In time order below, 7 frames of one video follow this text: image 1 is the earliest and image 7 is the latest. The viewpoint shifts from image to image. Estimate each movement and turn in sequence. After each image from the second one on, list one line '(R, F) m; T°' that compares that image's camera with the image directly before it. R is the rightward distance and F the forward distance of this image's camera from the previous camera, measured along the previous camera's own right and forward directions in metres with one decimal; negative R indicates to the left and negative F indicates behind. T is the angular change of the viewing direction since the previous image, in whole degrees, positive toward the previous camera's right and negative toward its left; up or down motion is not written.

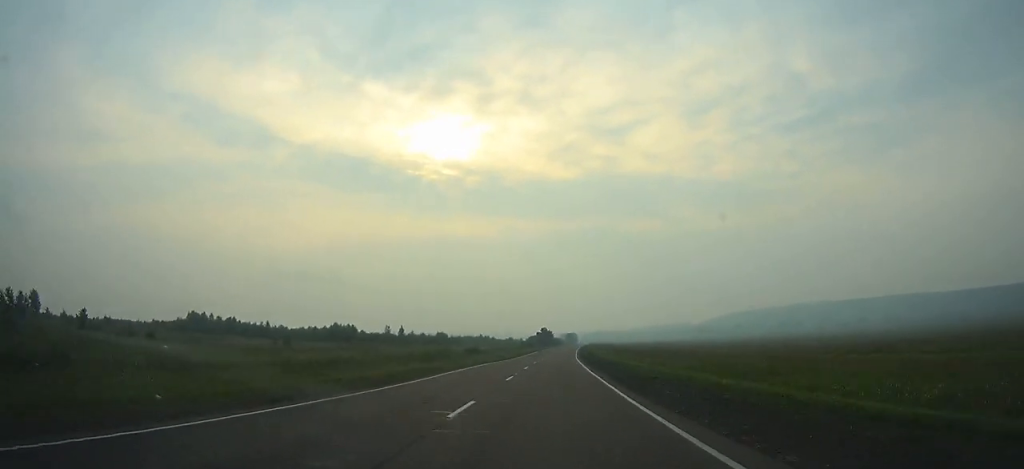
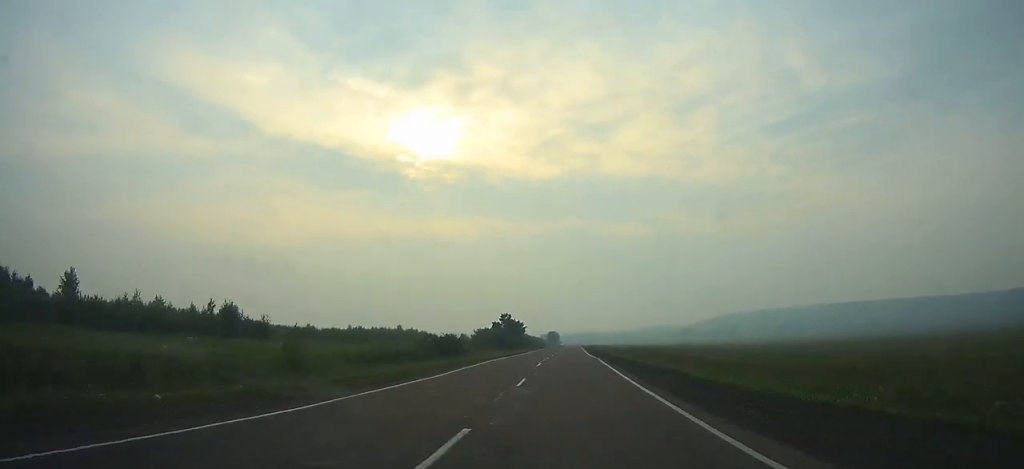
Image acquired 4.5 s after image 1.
(+2.0, +108.6) m; +2°
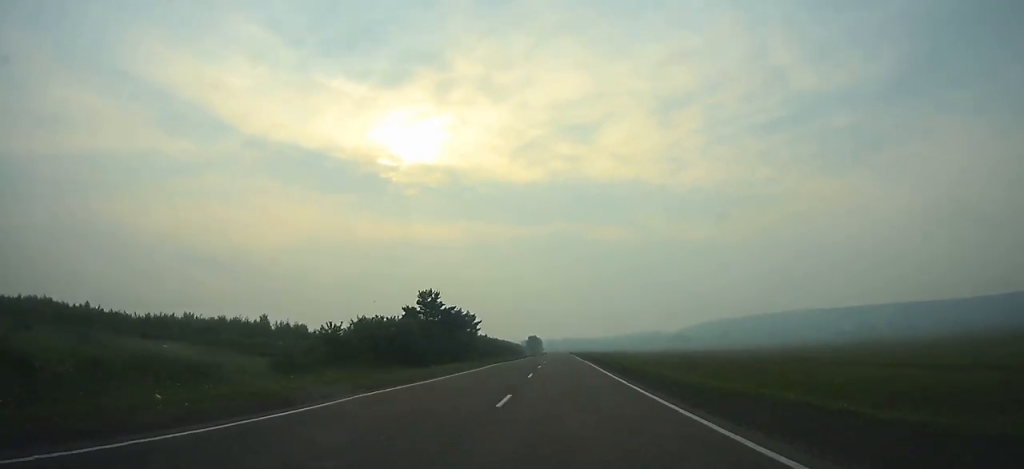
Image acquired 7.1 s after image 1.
(+0.6, +61.7) m; +1°
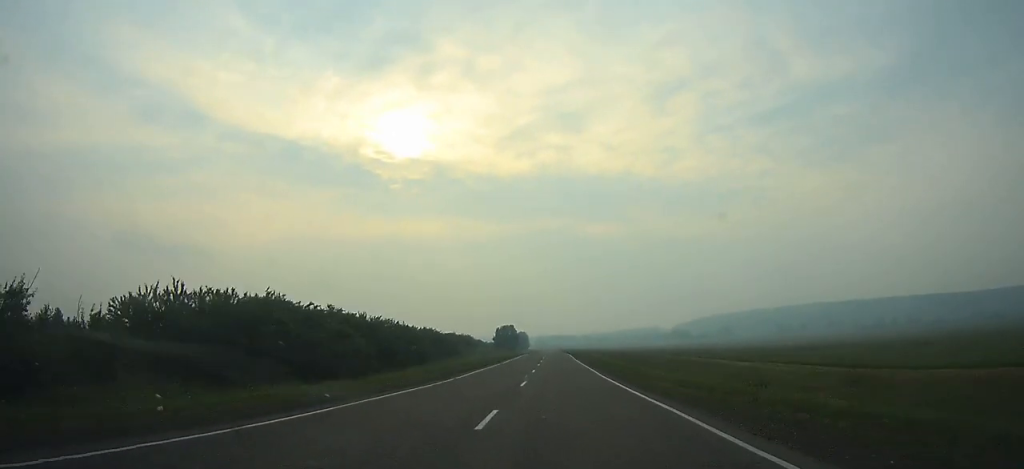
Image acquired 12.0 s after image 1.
(+1.1, +121.6) m; +1°
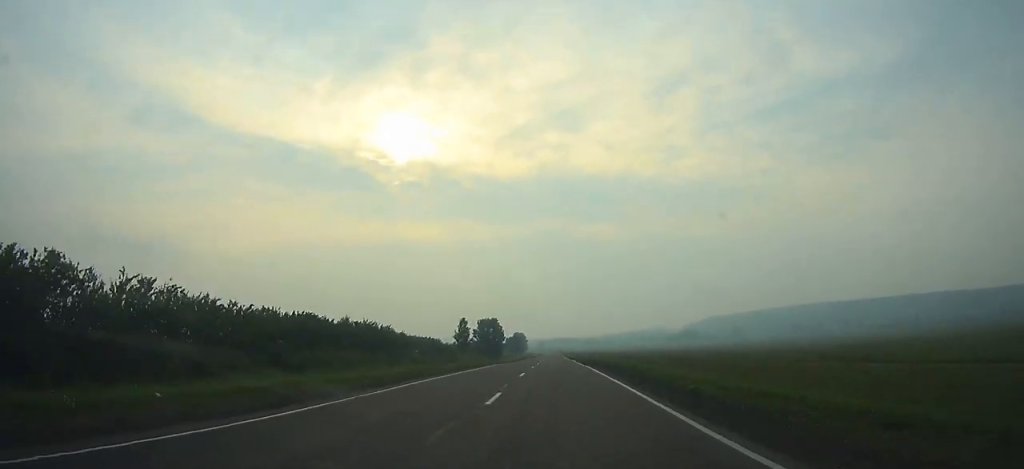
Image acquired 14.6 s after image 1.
(+0.4, +67.0) m; 0°
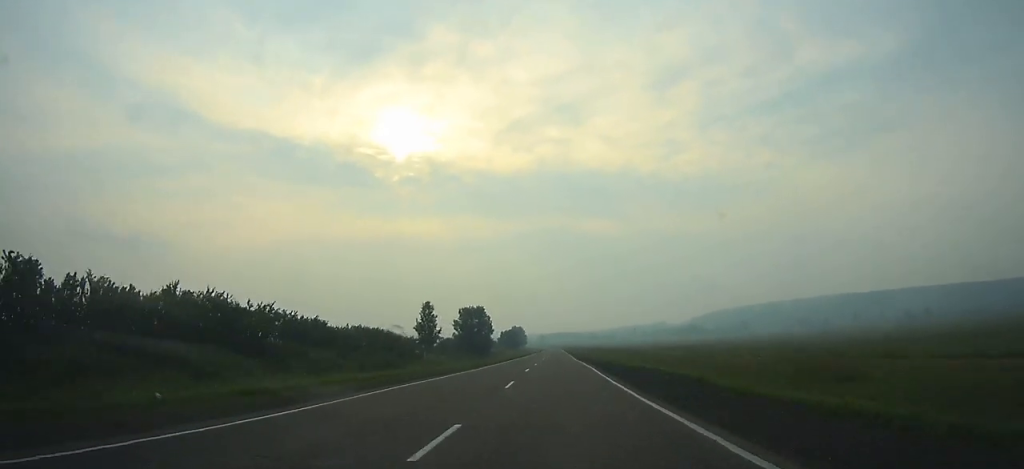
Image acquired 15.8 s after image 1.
(0.0, +30.6) m; 0°
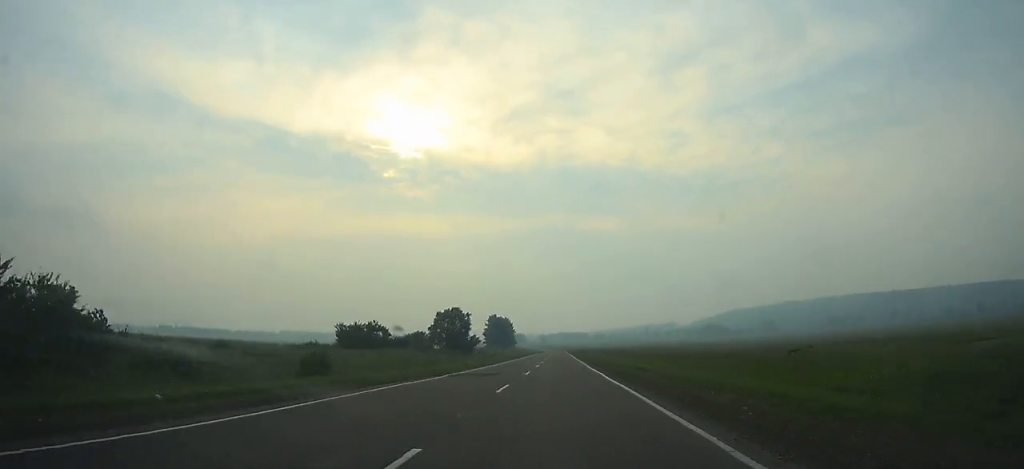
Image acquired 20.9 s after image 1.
(0.0, +128.4) m; 0°
